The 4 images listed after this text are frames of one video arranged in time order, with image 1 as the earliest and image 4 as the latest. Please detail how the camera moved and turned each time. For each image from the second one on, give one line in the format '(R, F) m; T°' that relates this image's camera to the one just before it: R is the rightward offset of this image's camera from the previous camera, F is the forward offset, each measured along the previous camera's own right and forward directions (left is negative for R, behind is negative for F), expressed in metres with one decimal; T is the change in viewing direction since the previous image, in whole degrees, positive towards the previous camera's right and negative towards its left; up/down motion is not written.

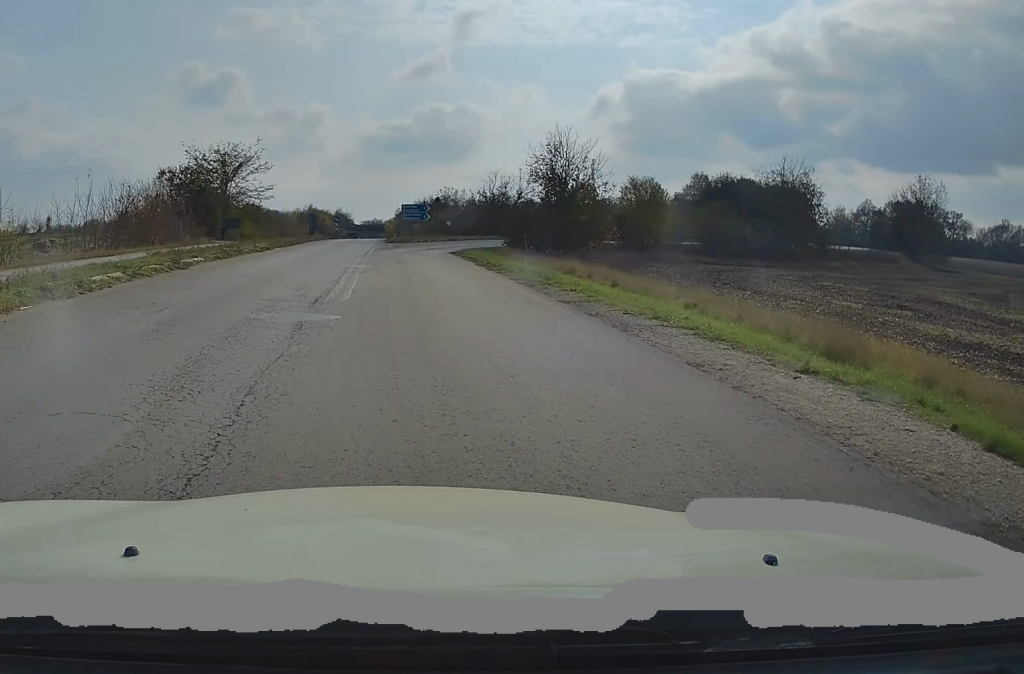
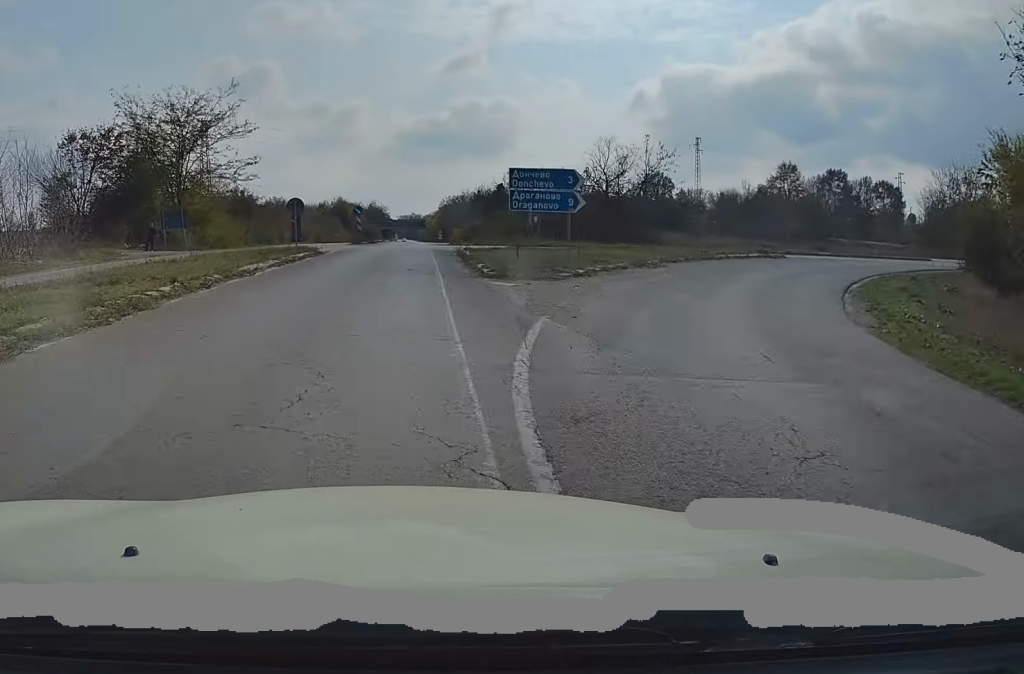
(-0.8, +37.0) m; -2°
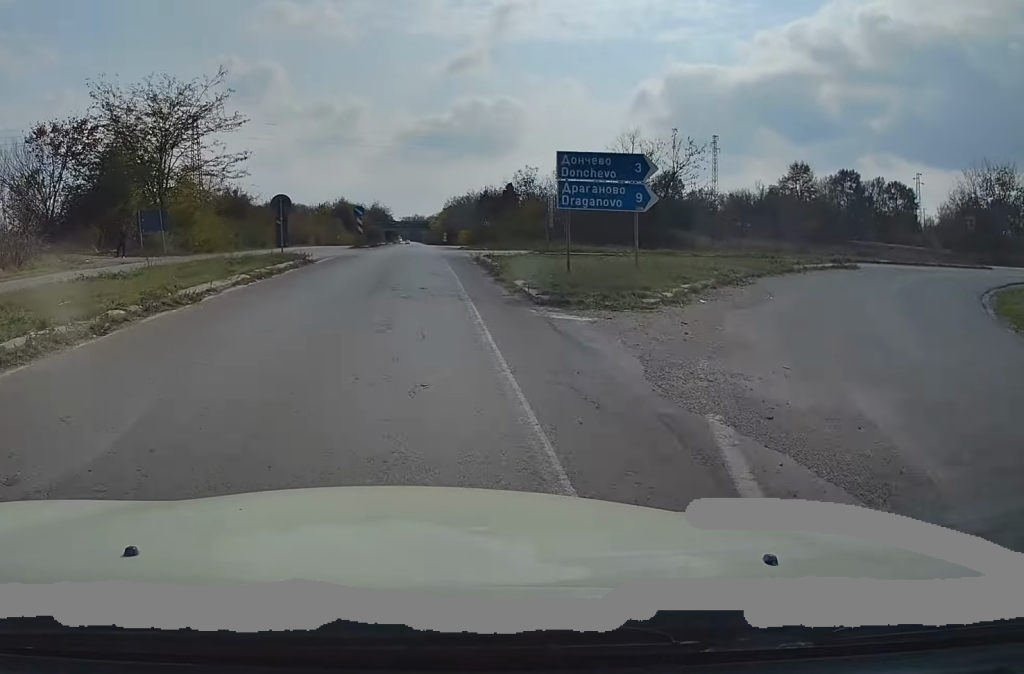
(0.0, +5.7) m; 0°
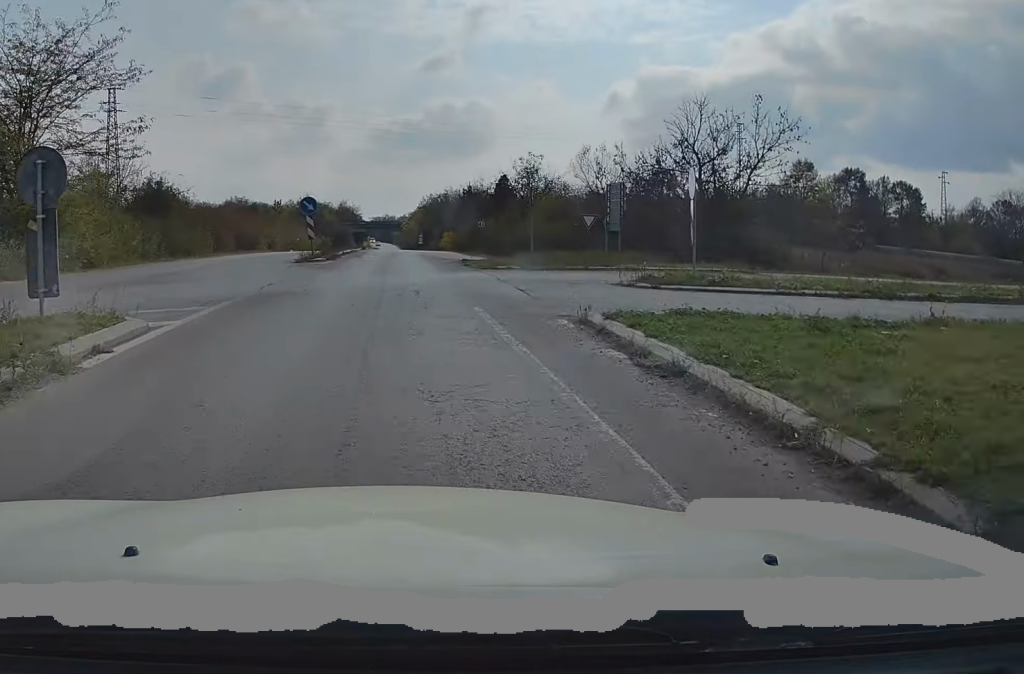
(+0.1, +17.9) m; +1°
